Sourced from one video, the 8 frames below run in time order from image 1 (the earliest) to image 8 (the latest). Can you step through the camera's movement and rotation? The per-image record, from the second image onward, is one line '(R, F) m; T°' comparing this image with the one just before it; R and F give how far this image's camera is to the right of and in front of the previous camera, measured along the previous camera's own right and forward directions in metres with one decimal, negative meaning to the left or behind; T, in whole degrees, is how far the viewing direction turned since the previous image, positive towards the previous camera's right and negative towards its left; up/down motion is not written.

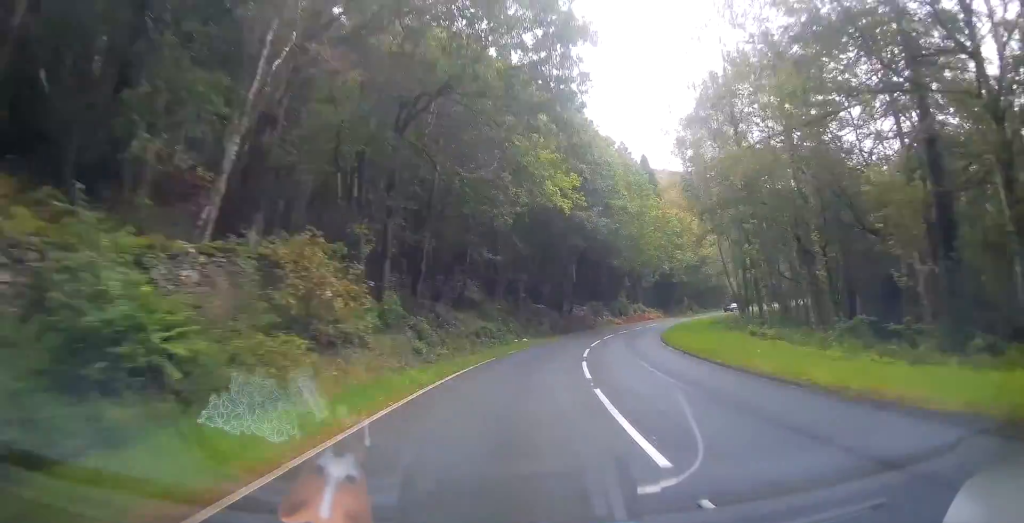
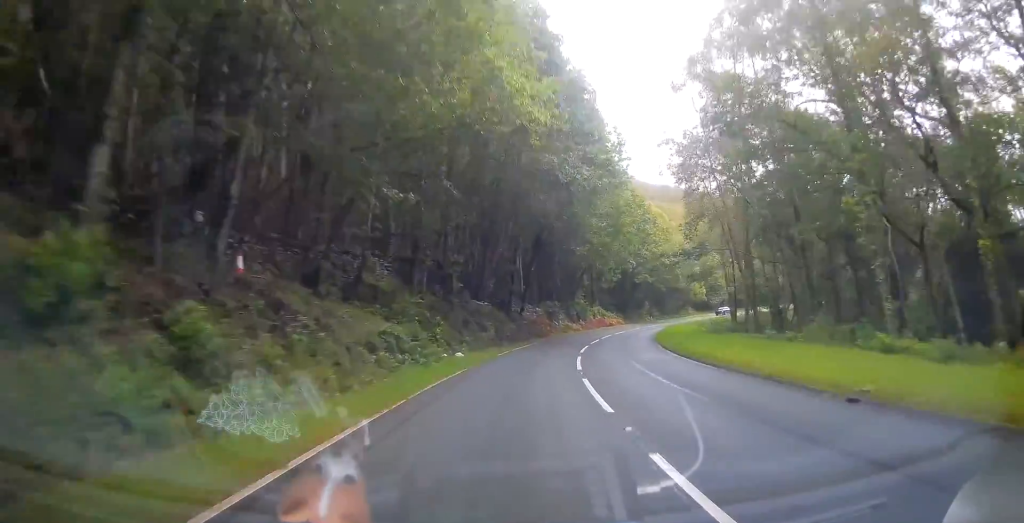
(+0.3, +14.8) m; +4°
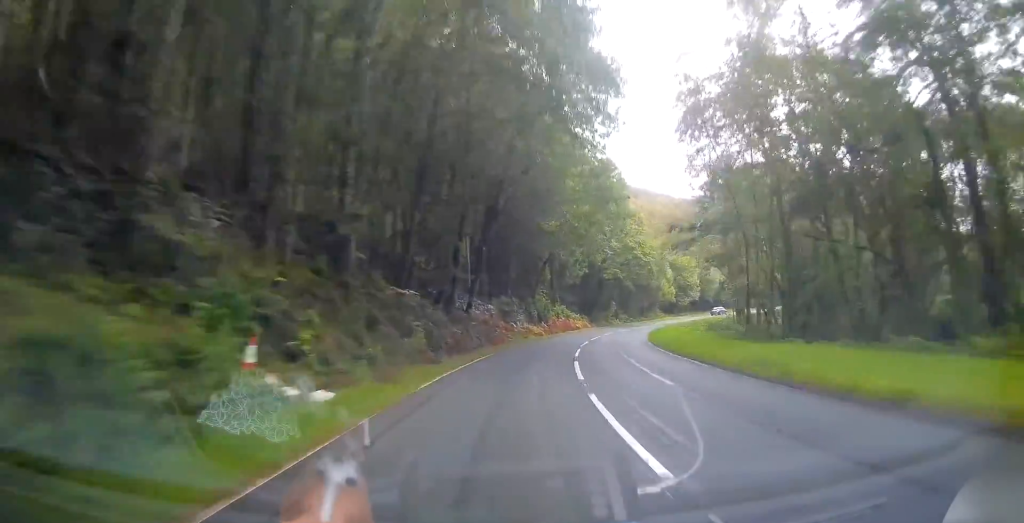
(+0.5, +13.1) m; +4°
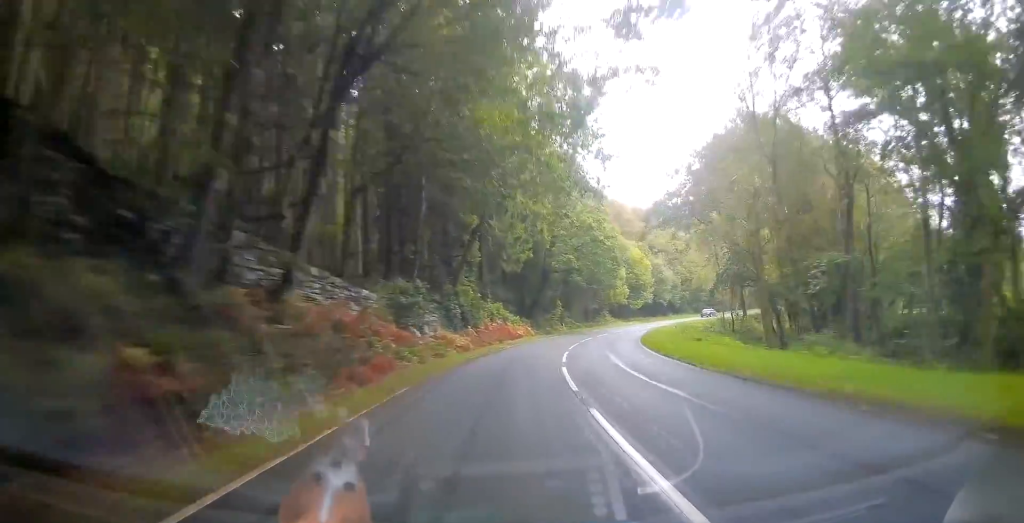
(+1.0, +20.0) m; +7°
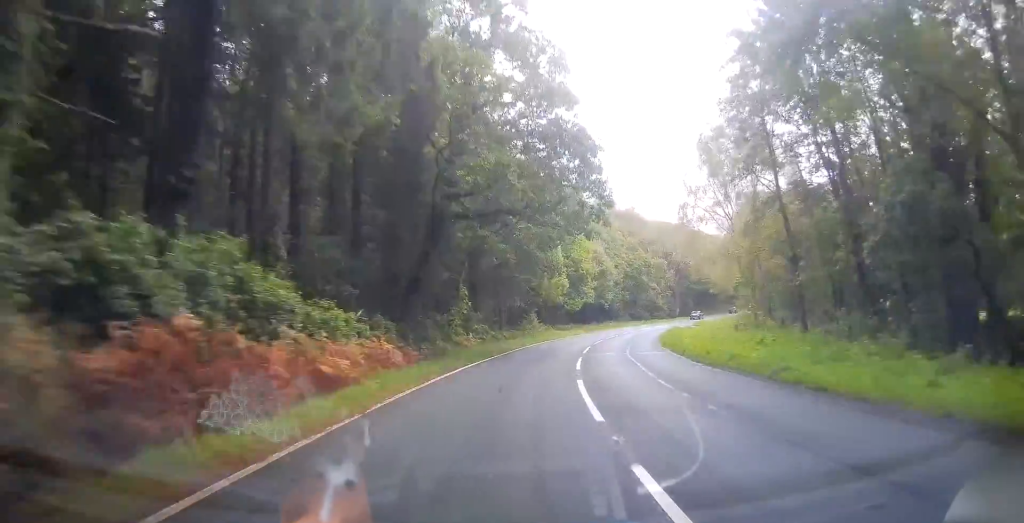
(+3.2, +31.6) m; +11°
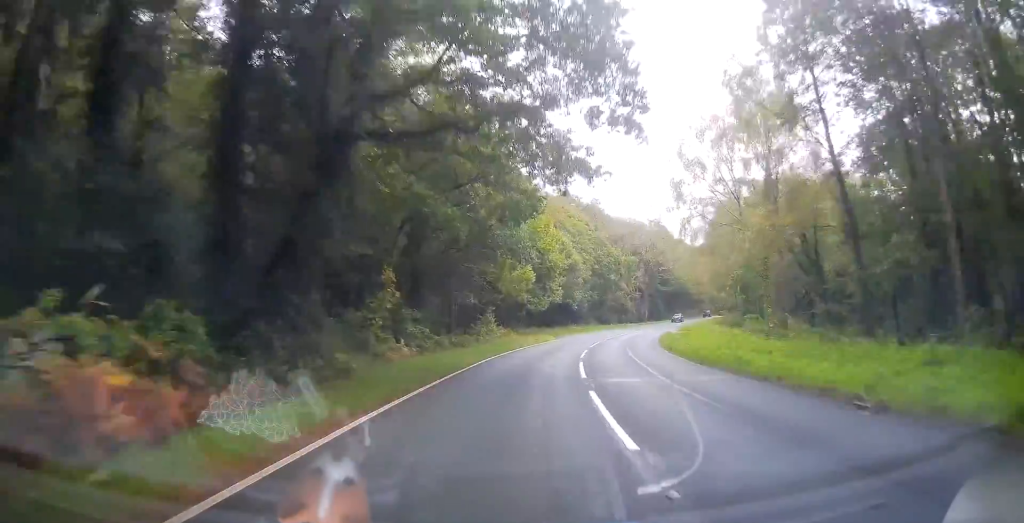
(0.0, +11.2) m; +4°
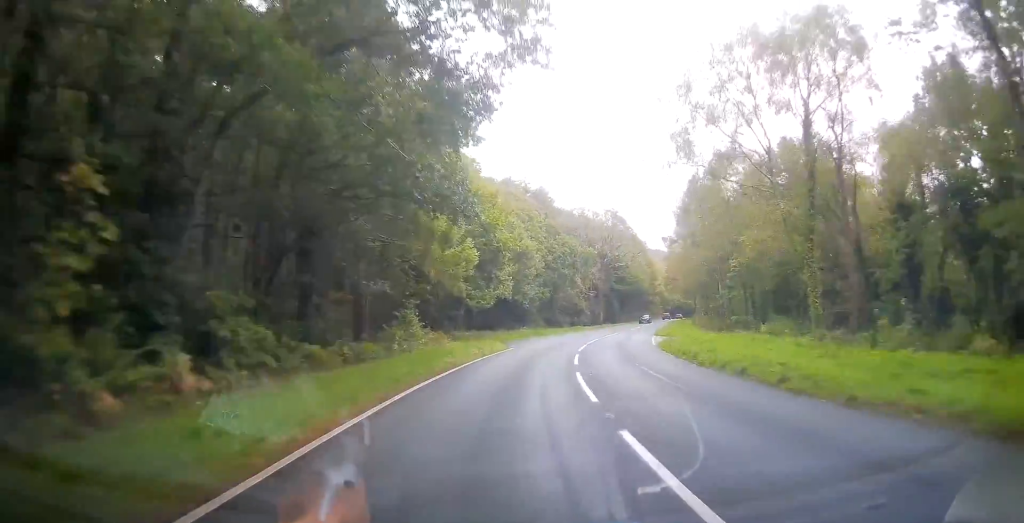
(+0.8, +13.5) m; +6°
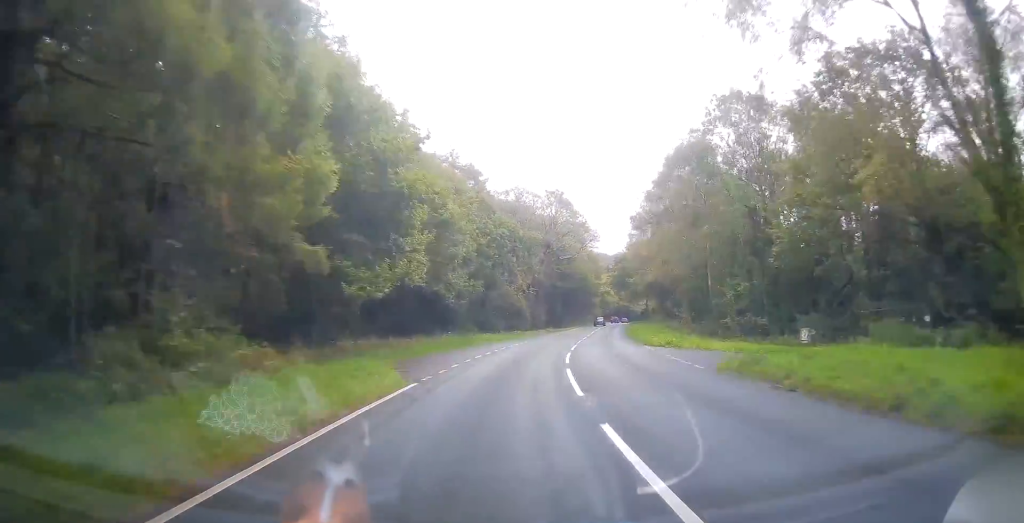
(+1.1, +16.8) m; +7°
